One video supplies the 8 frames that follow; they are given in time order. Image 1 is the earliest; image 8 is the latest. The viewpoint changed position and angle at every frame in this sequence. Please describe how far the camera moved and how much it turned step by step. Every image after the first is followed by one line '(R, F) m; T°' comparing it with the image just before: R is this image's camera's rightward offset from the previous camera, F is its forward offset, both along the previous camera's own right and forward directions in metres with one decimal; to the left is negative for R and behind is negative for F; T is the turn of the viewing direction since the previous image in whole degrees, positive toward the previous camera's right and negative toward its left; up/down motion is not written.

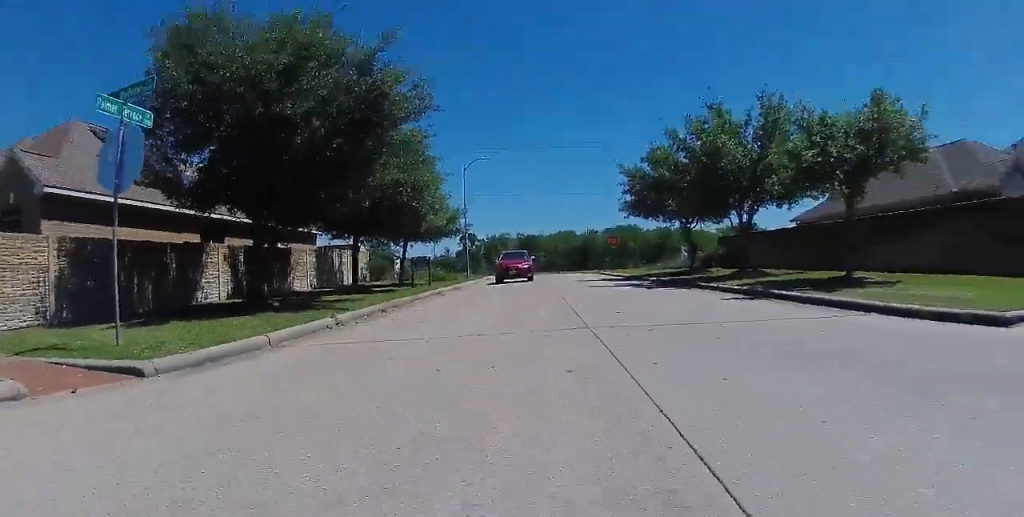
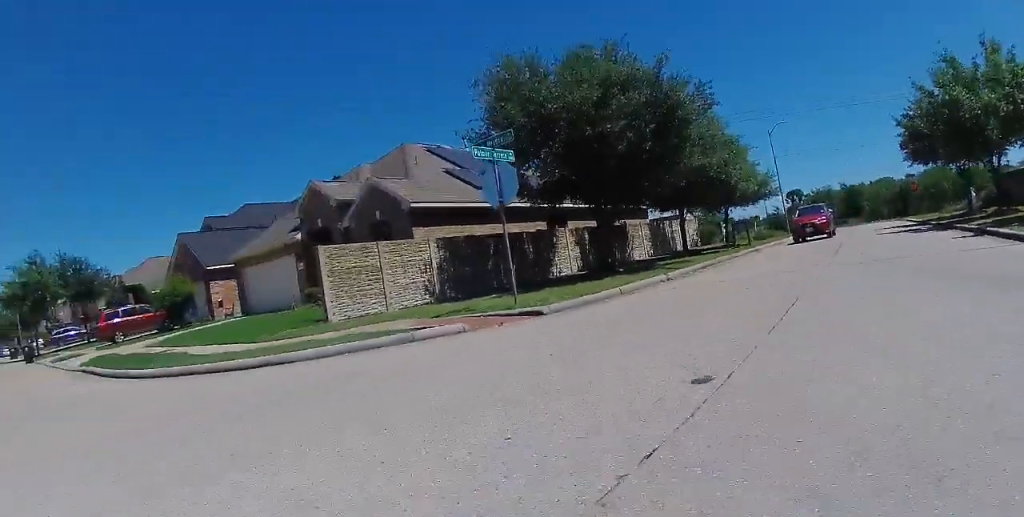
(-0.1, +3.2) m; -10°
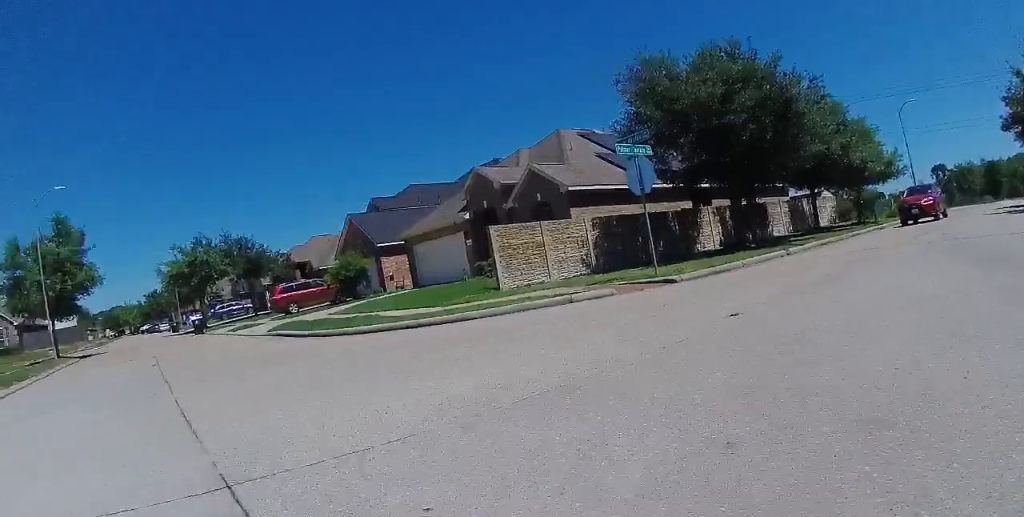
(+0.2, +2.0) m; -17°
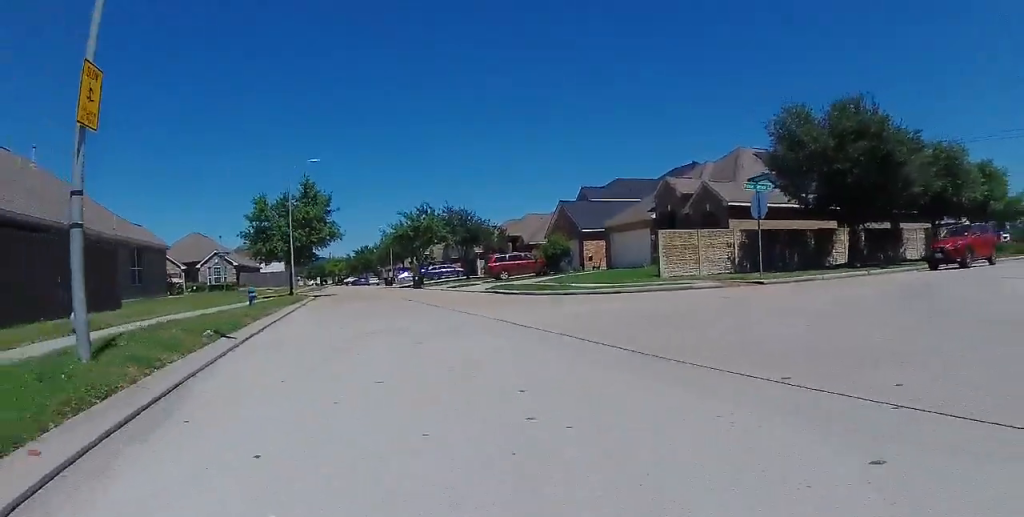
(-2.5, +5.1) m; -36°
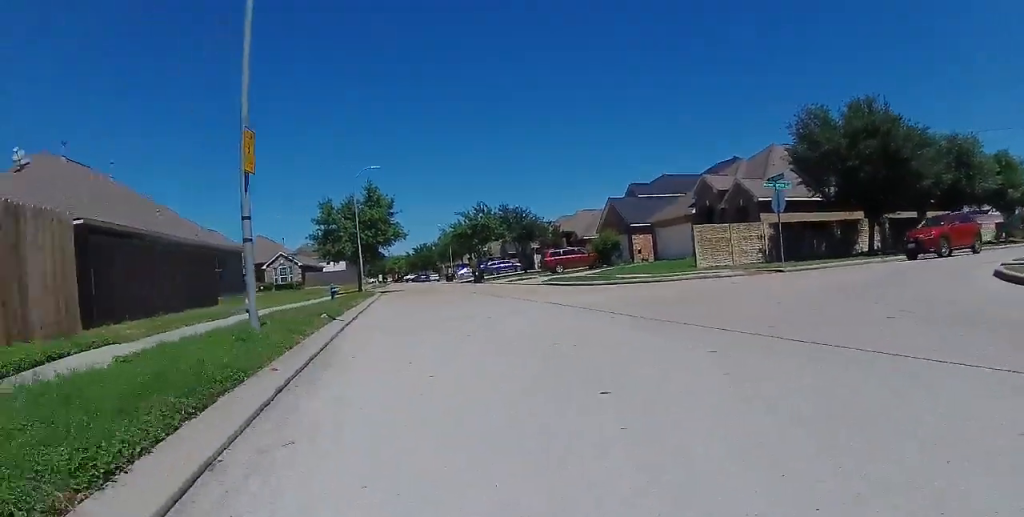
(-0.1, +2.5) m; -7°
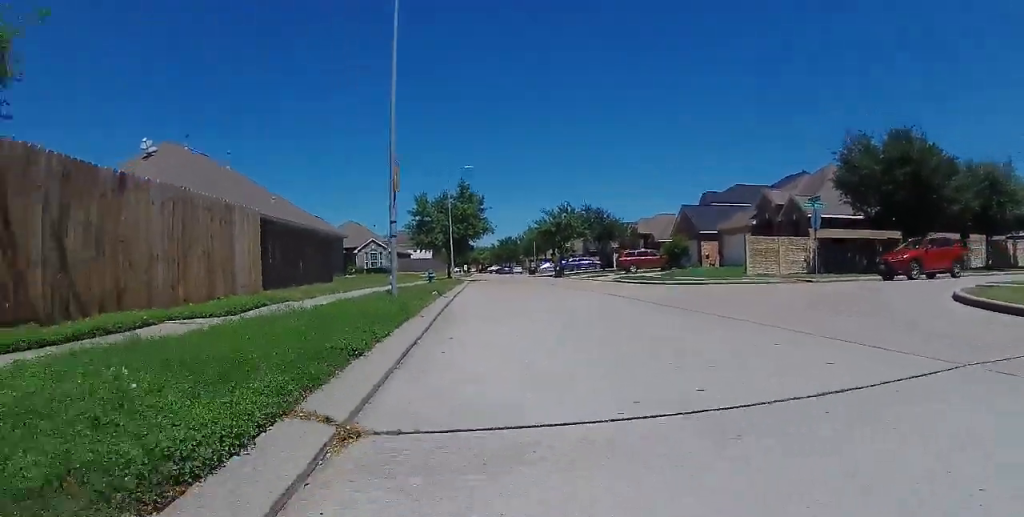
(-0.3, +3.5) m; -7°
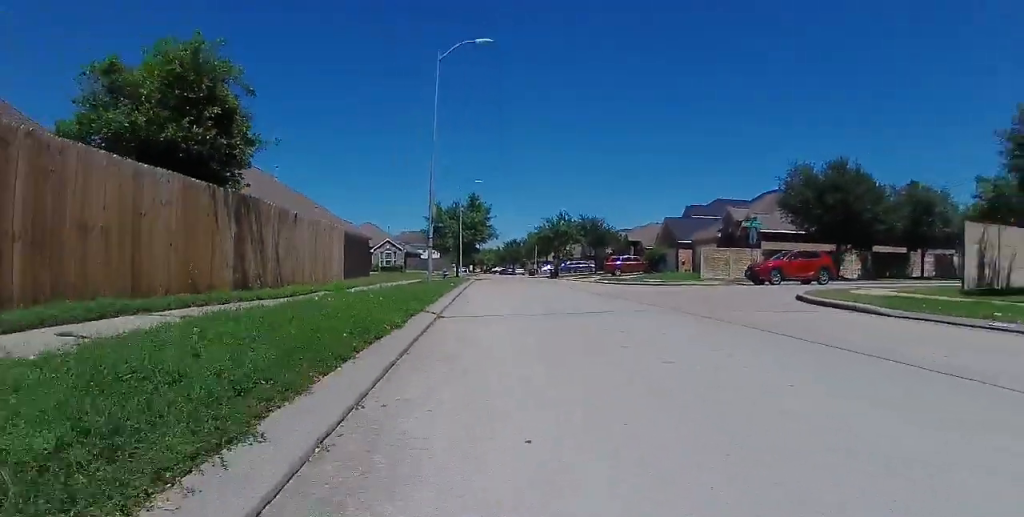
(-0.5, +6.2) m; -9°
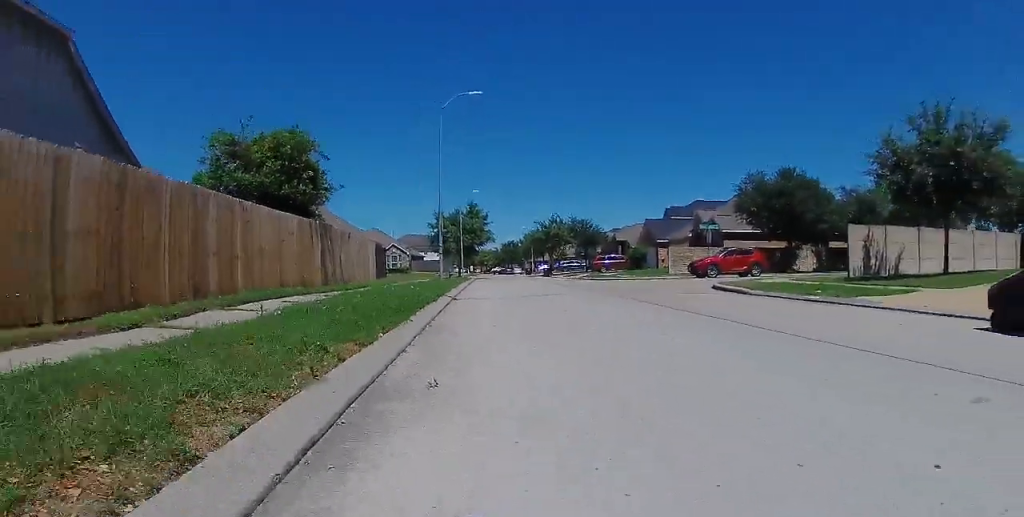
(-0.2, +5.4) m; -1°
